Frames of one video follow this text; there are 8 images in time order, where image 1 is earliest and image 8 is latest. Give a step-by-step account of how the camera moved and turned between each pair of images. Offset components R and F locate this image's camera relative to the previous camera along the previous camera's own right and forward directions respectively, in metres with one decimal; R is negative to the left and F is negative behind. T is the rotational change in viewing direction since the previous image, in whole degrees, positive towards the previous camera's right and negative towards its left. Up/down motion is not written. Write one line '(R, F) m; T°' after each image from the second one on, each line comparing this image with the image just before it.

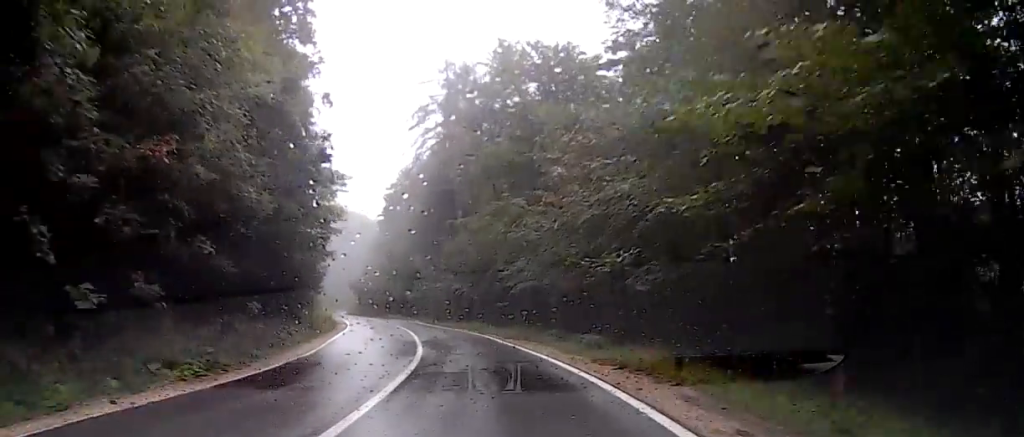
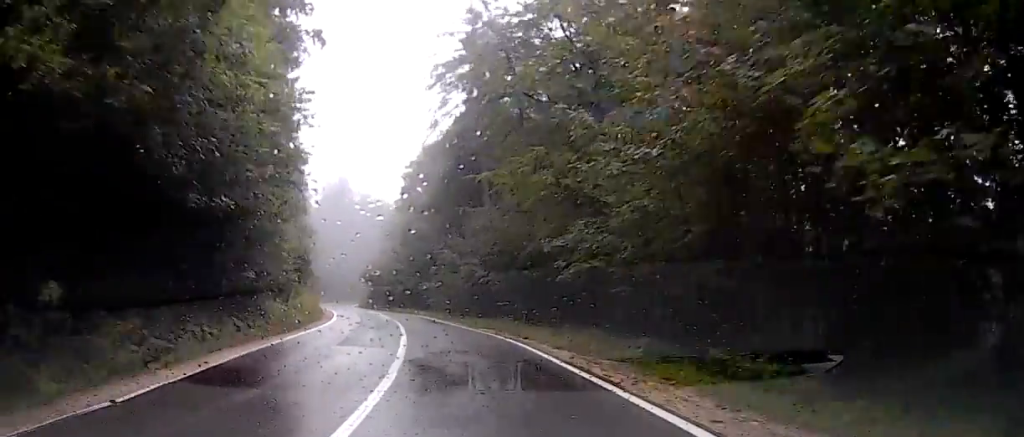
(0.0, +11.9) m; -6°
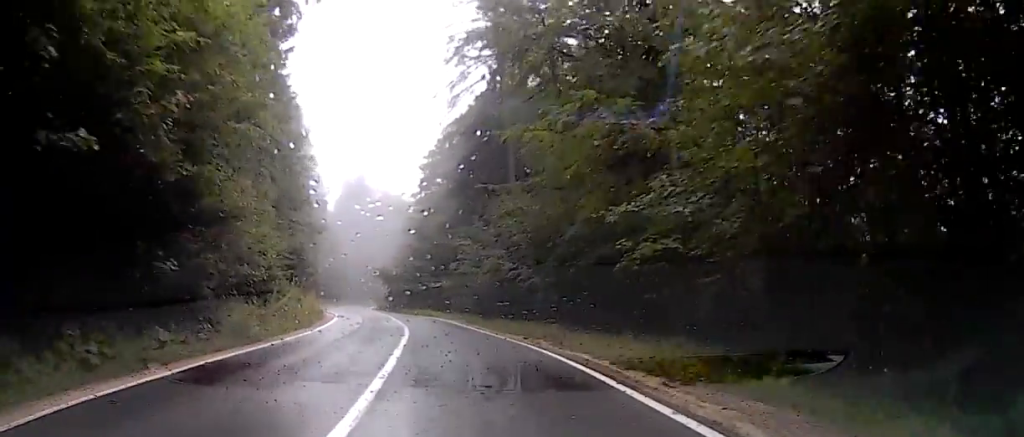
(-0.2, +6.7) m; -7°
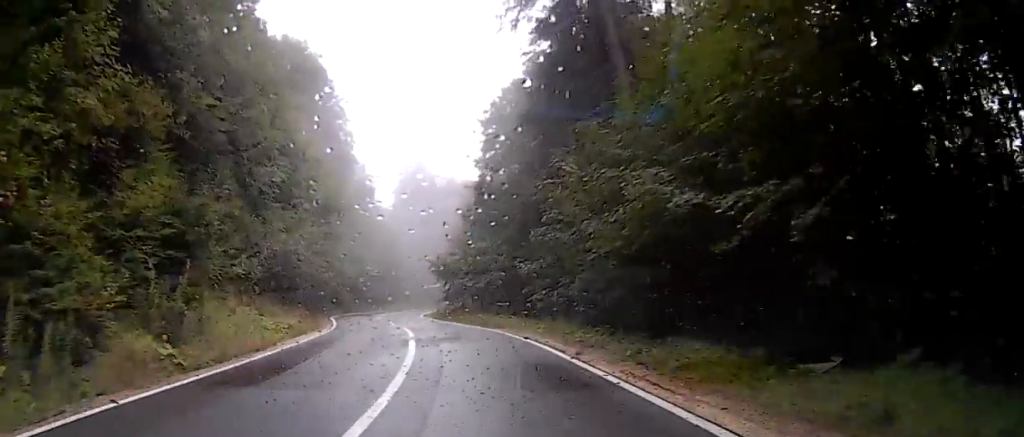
(-2.9, +20.7) m; -9°
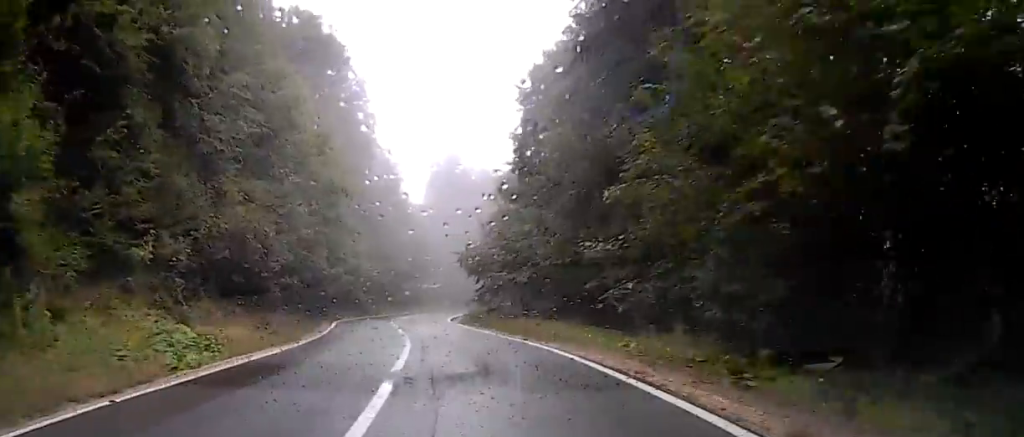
(0.0, +9.4) m; 0°
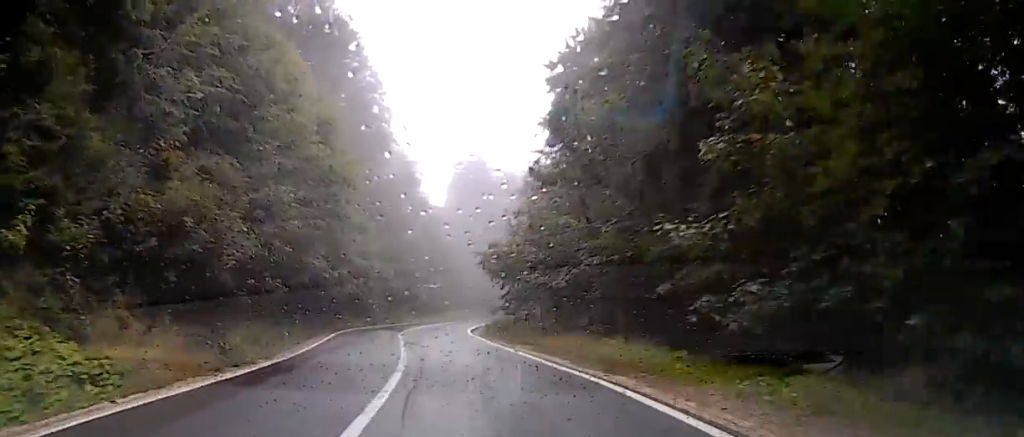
(0.0, +5.8) m; -2°
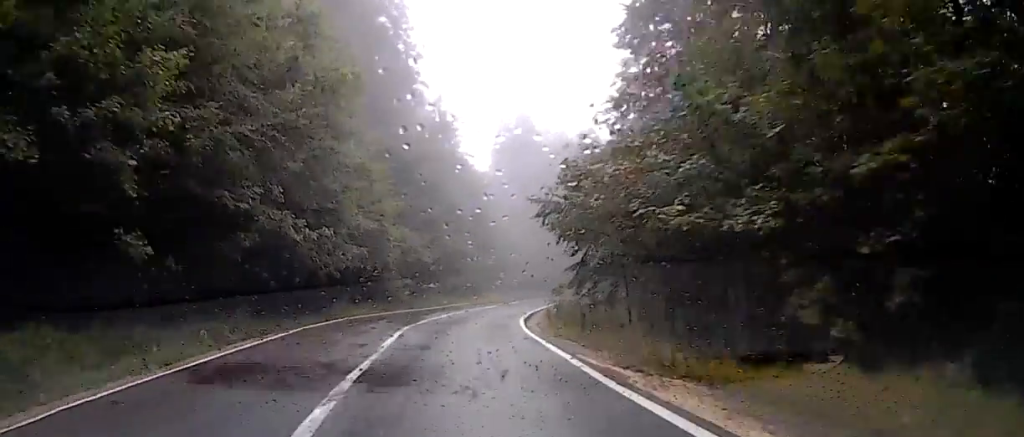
(-0.6, +14.7) m; -1°
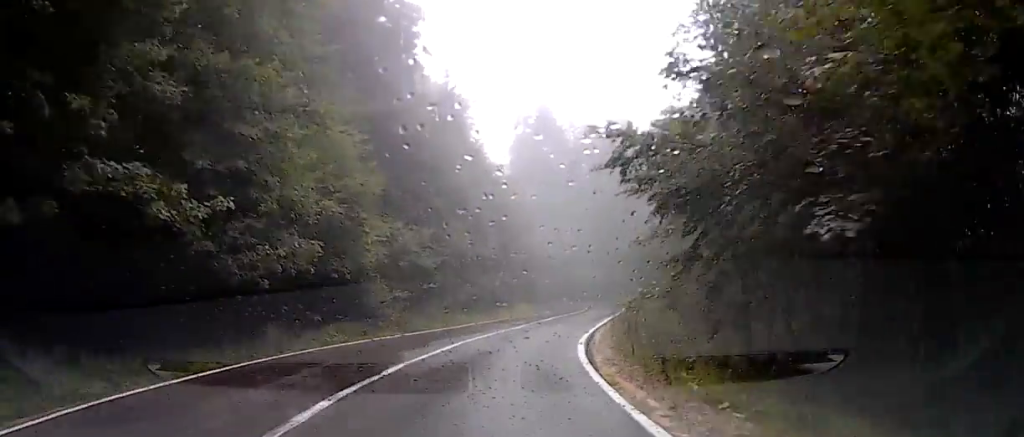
(+0.4, +12.4) m; +8°
